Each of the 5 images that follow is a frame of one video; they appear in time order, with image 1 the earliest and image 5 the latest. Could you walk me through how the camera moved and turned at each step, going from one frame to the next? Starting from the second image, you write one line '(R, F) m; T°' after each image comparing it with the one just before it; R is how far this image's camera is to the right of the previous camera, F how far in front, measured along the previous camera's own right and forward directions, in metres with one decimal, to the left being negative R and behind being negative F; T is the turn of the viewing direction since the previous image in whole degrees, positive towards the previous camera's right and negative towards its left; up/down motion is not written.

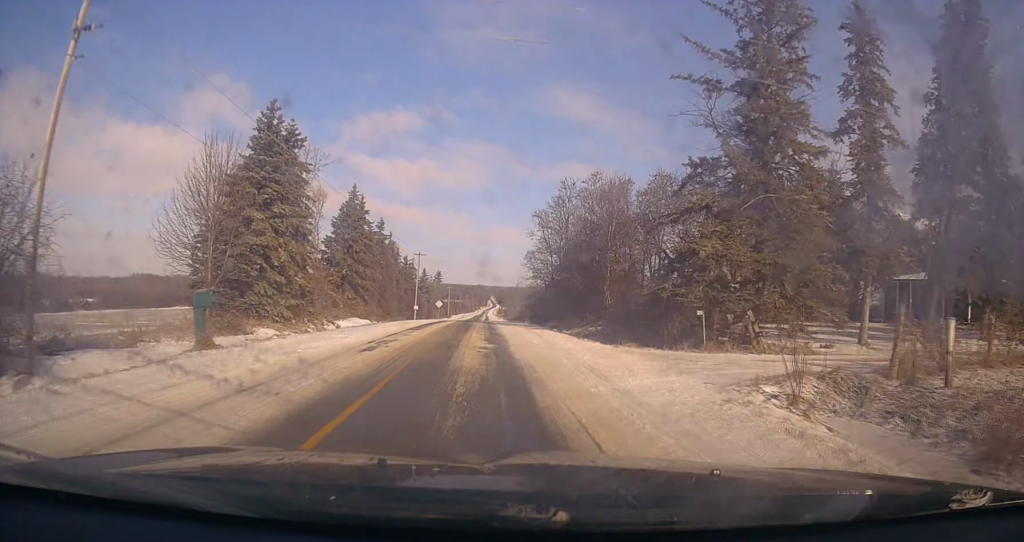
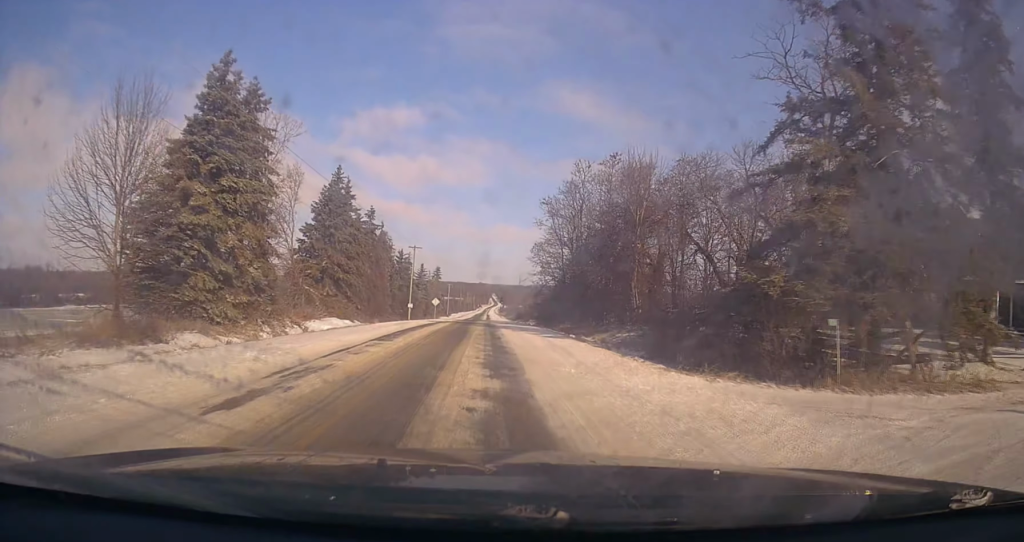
(0.0, +8.1) m; 0°
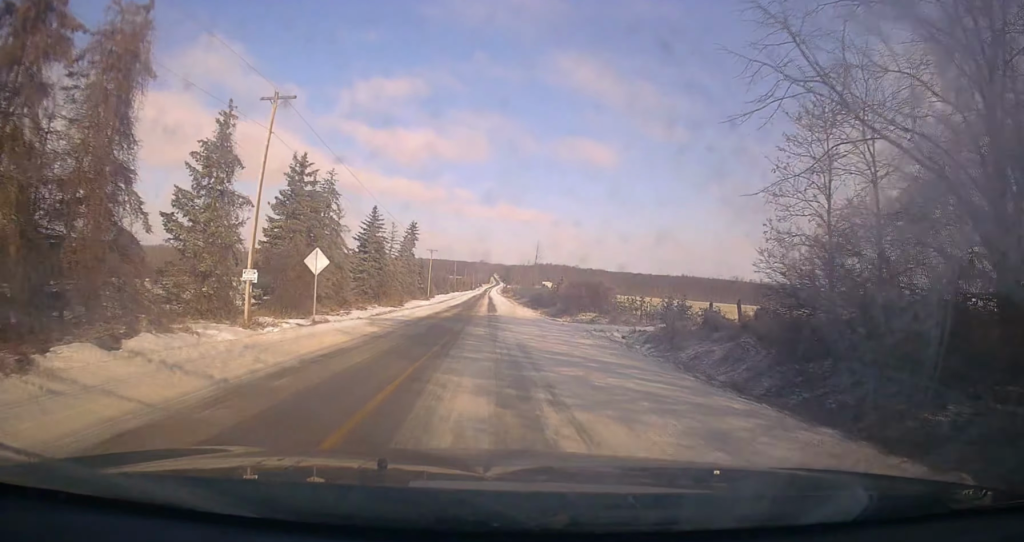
(+0.2, +55.5) m; 0°
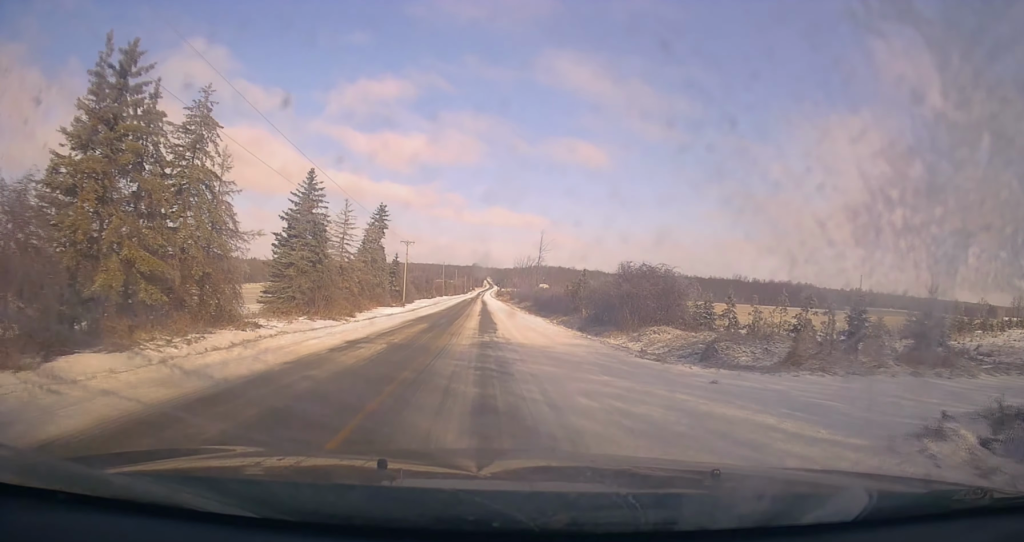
(-0.3, +23.3) m; 0°
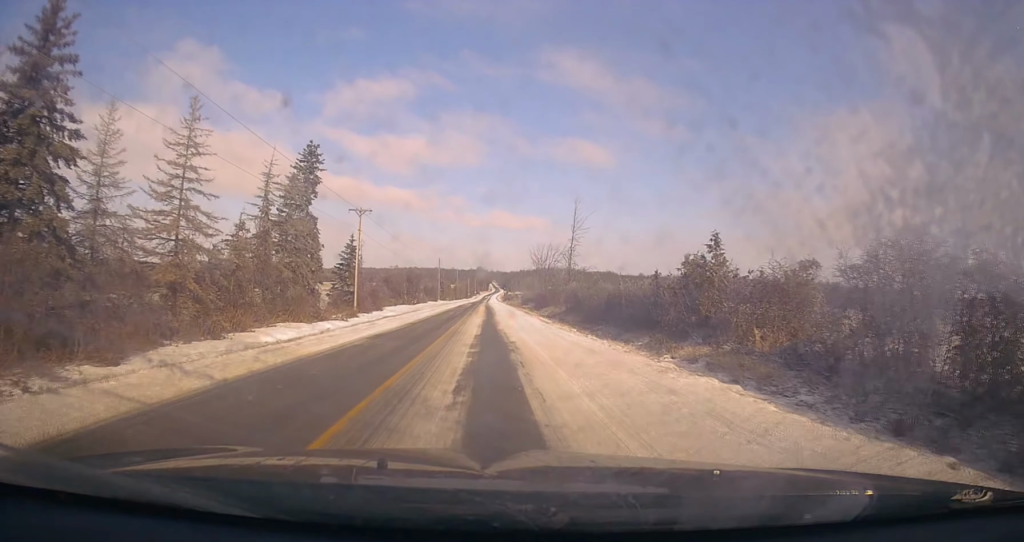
(+0.3, +32.0) m; 0°
